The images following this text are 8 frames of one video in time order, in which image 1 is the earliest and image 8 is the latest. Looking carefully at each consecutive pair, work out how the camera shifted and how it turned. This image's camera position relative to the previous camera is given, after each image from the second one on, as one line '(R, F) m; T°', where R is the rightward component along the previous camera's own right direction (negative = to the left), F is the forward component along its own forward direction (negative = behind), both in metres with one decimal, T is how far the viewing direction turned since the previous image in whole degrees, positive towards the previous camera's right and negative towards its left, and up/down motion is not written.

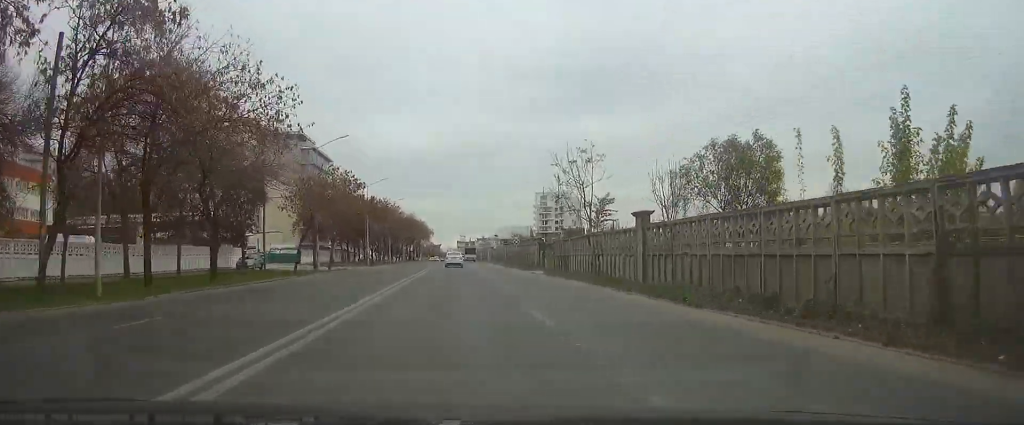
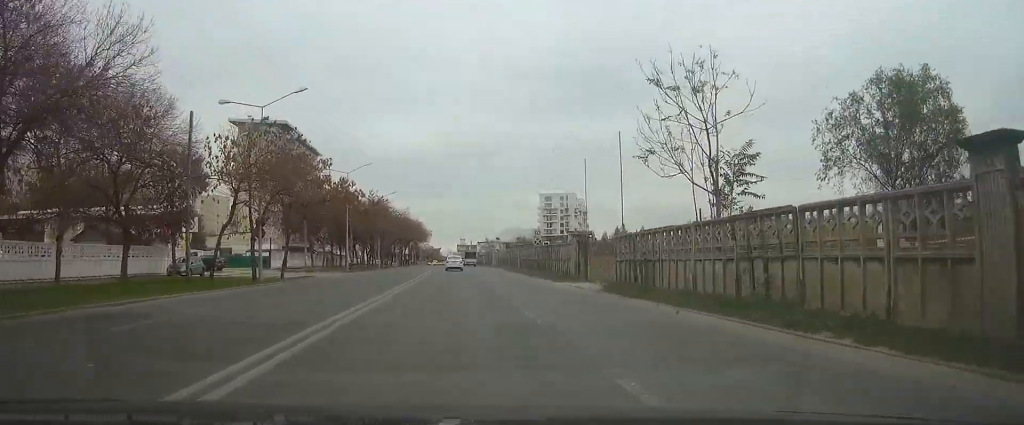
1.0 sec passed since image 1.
(0.0, +16.8) m; 0°
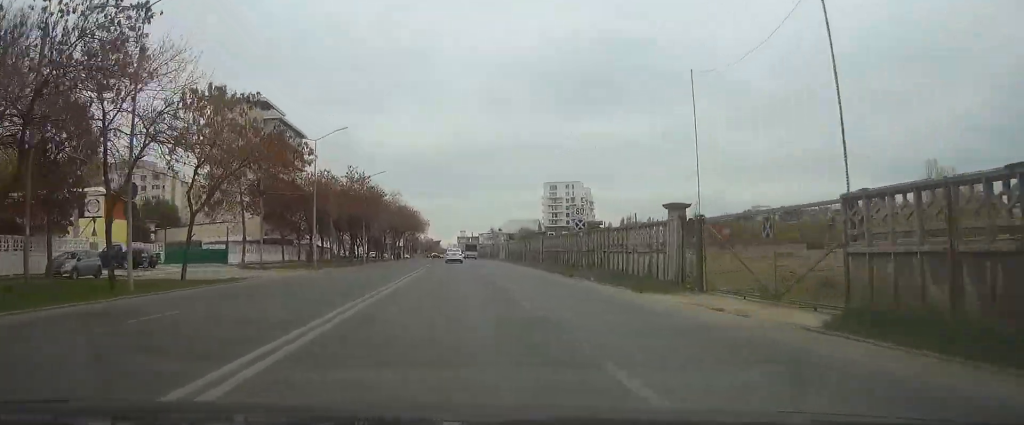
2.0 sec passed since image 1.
(-0.1, +16.6) m; 0°
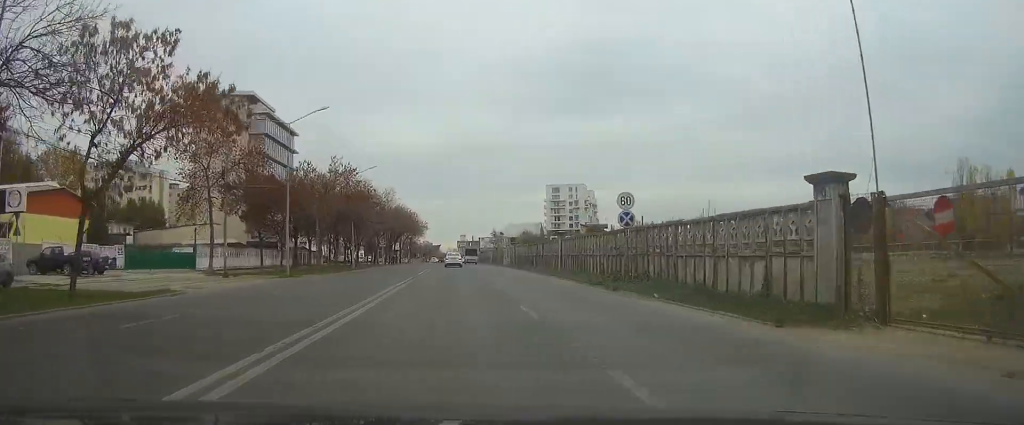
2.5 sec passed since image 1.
(0.0, +8.8) m; 0°
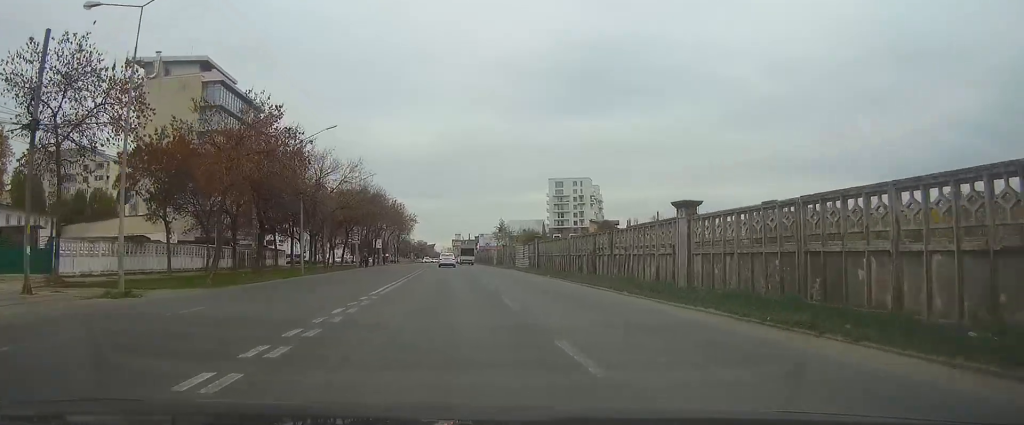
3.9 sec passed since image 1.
(0.0, +22.5) m; 0°
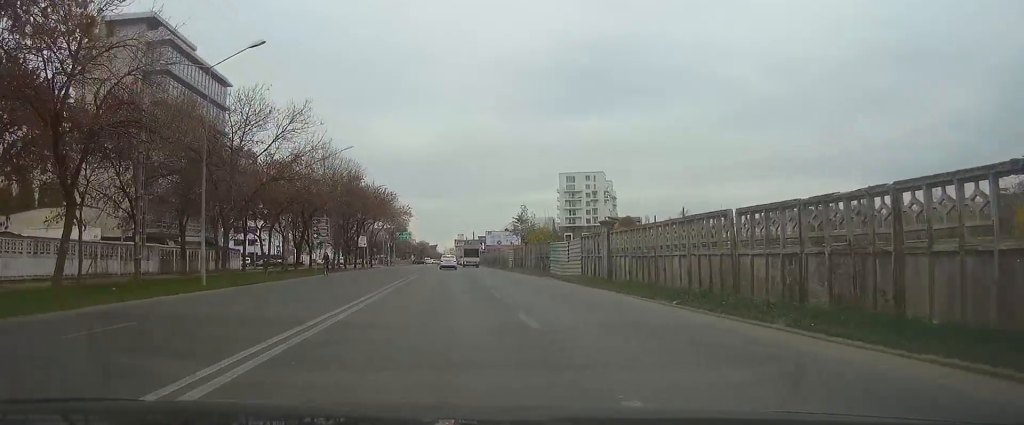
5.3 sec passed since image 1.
(-0.1, +20.7) m; 0°
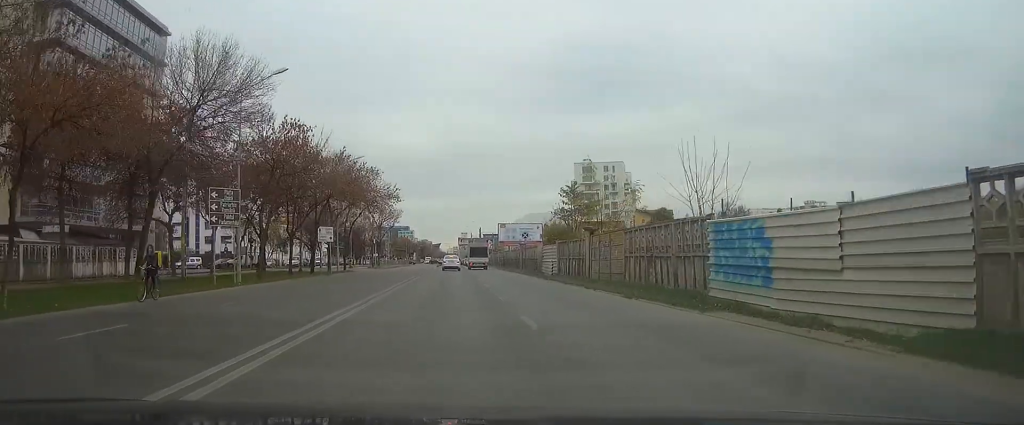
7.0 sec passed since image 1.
(0.0, +25.8) m; 0°
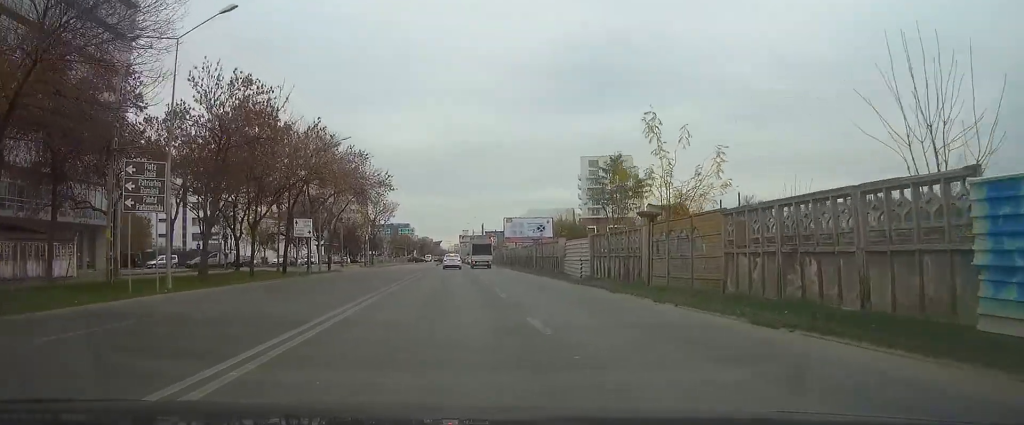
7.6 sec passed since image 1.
(-0.1, +9.4) m; 0°
